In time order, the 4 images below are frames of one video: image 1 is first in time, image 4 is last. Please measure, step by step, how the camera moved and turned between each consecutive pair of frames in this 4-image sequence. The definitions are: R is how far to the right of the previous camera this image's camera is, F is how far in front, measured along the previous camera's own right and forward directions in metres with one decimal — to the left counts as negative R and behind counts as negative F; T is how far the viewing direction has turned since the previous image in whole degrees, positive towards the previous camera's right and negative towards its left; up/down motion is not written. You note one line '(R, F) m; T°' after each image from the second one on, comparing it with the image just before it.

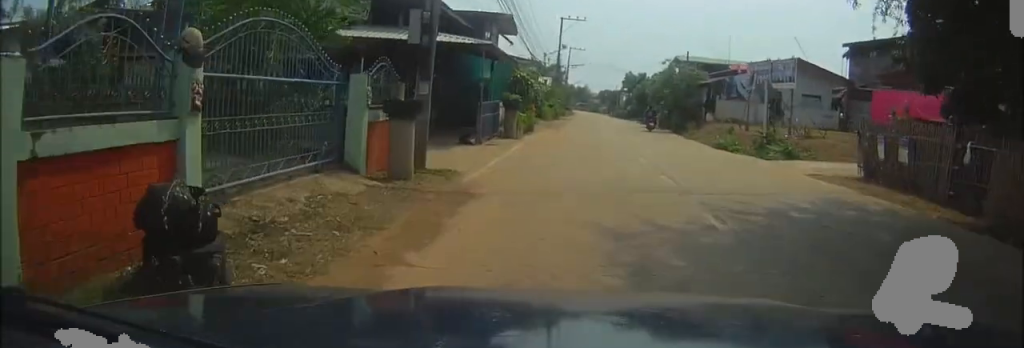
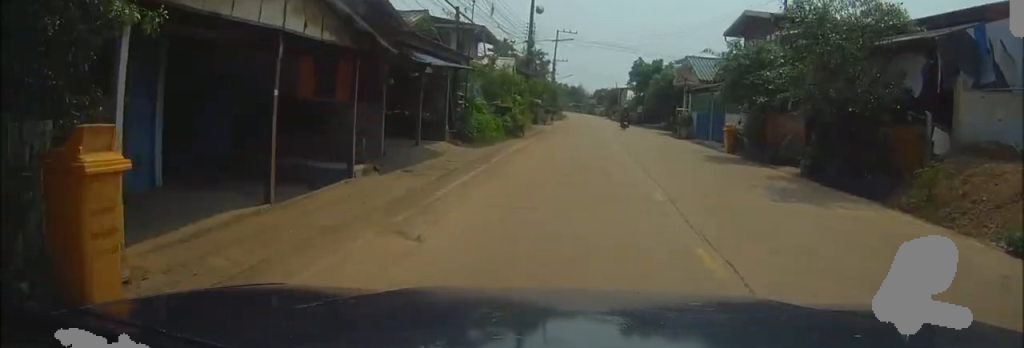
(0.0, +25.8) m; +1°
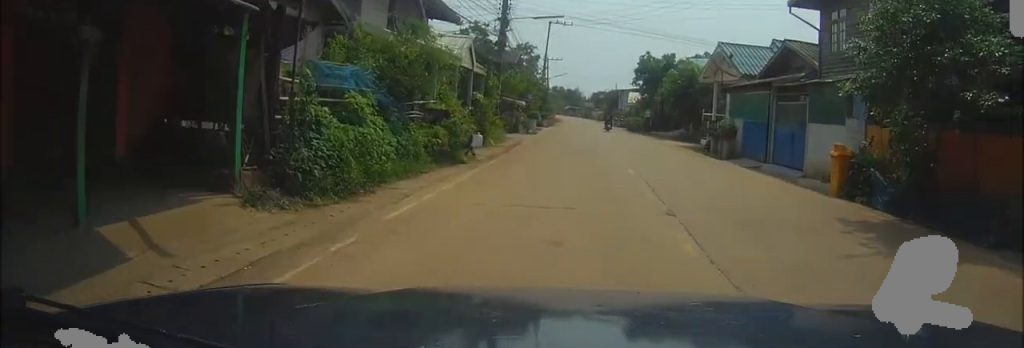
(+0.1, +11.0) m; +1°
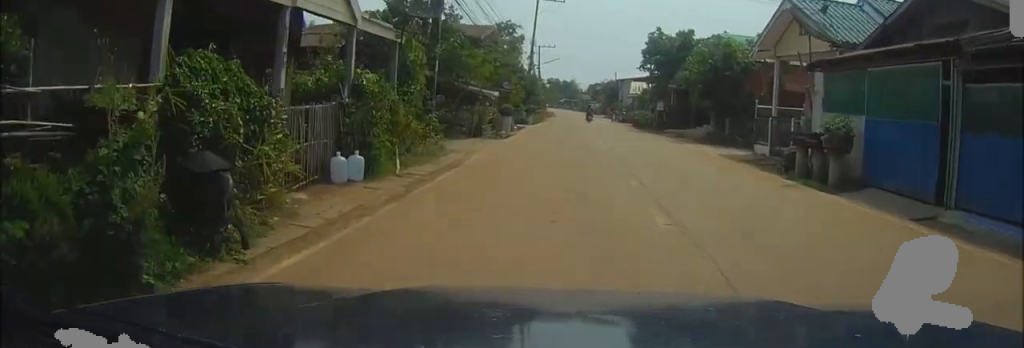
(+0.2, +11.1) m; 0°
